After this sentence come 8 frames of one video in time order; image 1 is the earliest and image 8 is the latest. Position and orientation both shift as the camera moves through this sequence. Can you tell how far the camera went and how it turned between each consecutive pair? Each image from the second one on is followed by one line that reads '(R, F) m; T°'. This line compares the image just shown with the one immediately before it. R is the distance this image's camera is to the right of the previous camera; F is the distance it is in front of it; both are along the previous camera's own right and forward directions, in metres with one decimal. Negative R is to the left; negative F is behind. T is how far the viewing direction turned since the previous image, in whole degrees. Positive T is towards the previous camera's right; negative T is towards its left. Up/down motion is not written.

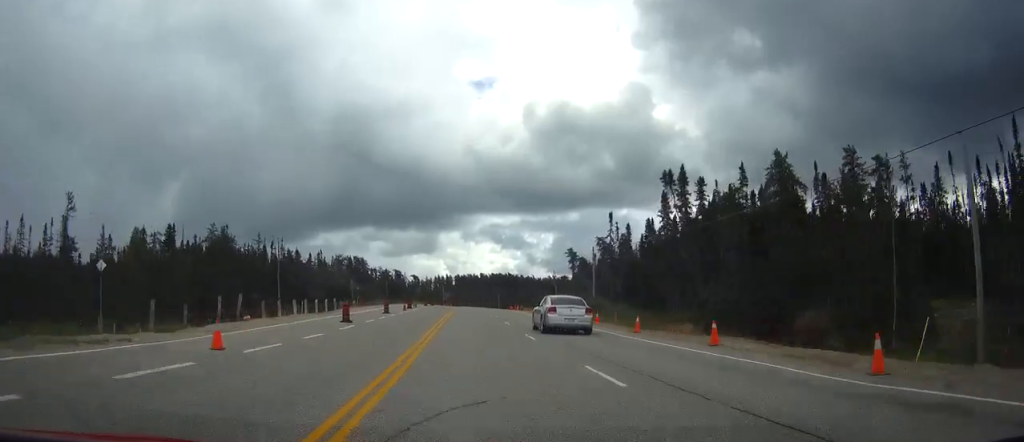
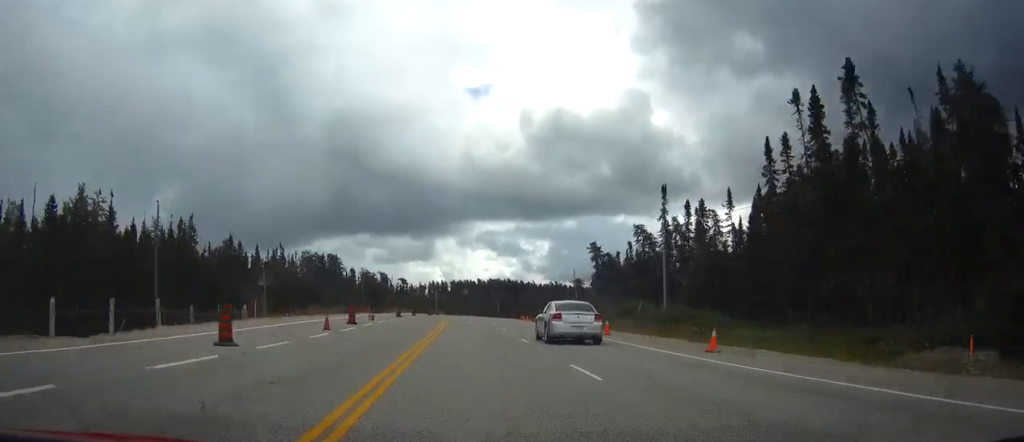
(0.0, +35.0) m; 0°
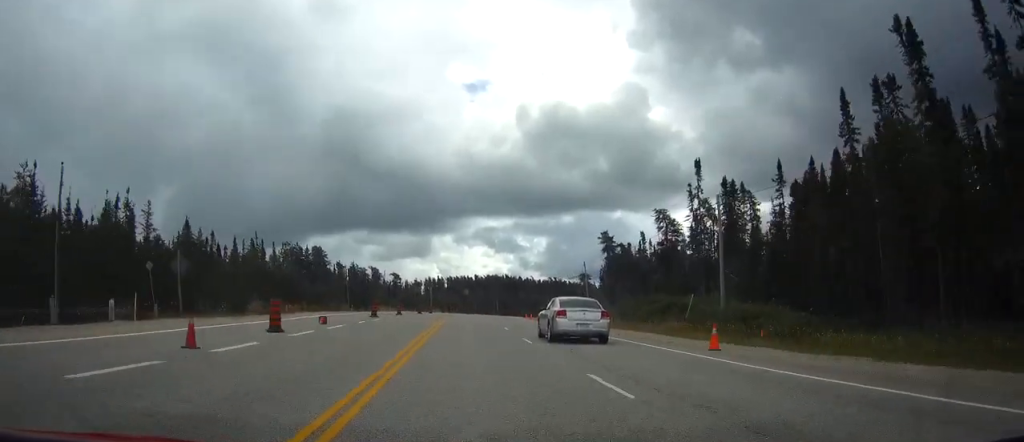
(-0.1, +14.3) m; 0°
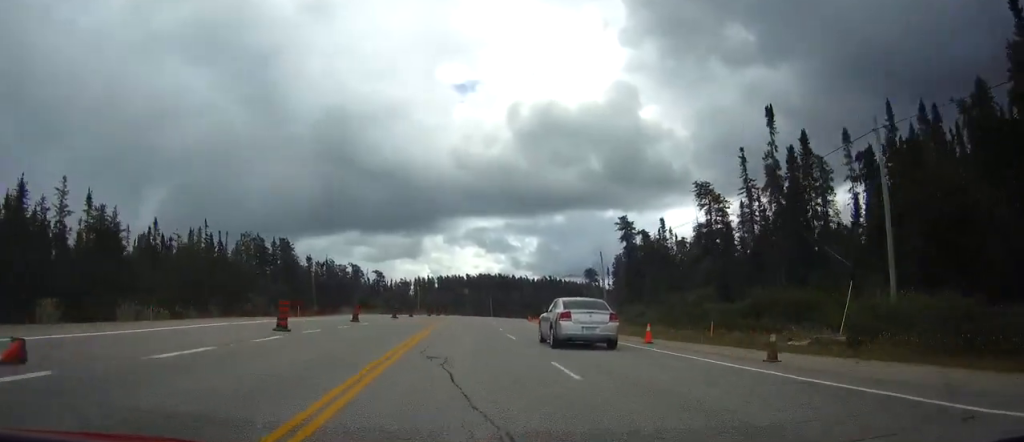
(+0.2, +21.0) m; +1°
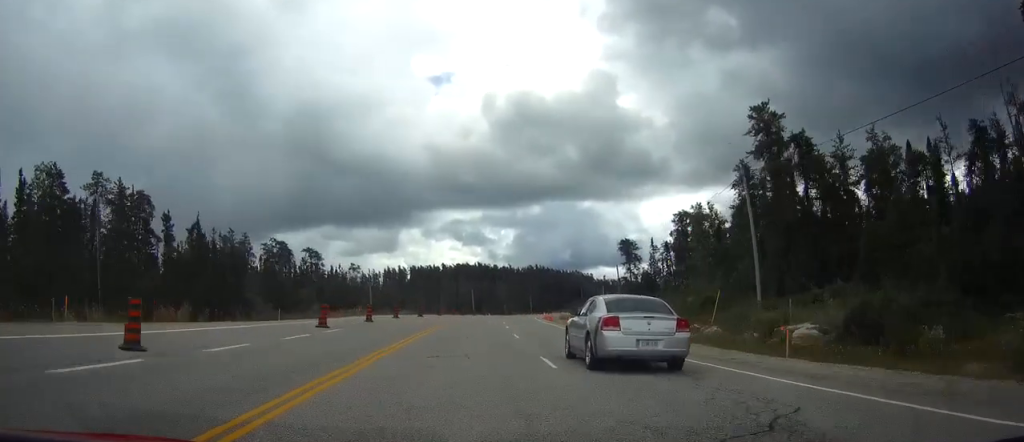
(+1.0, +56.9) m; +2°
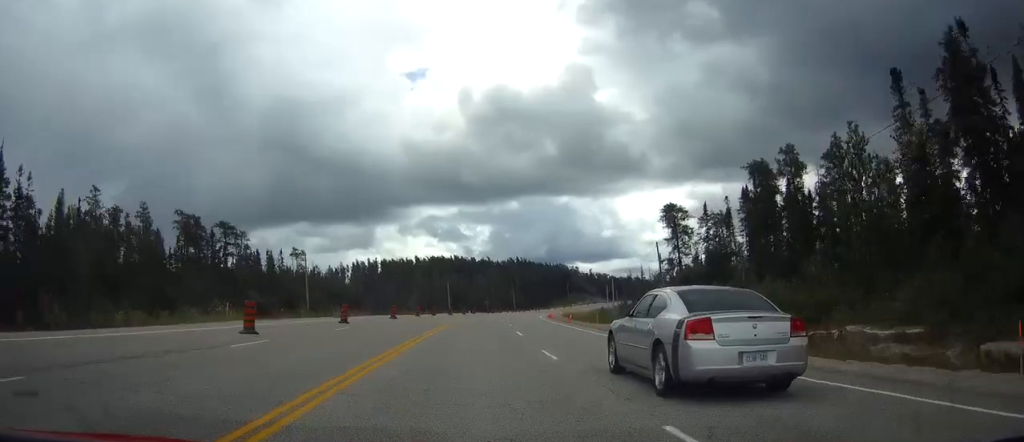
(+0.5, +34.9) m; +2°
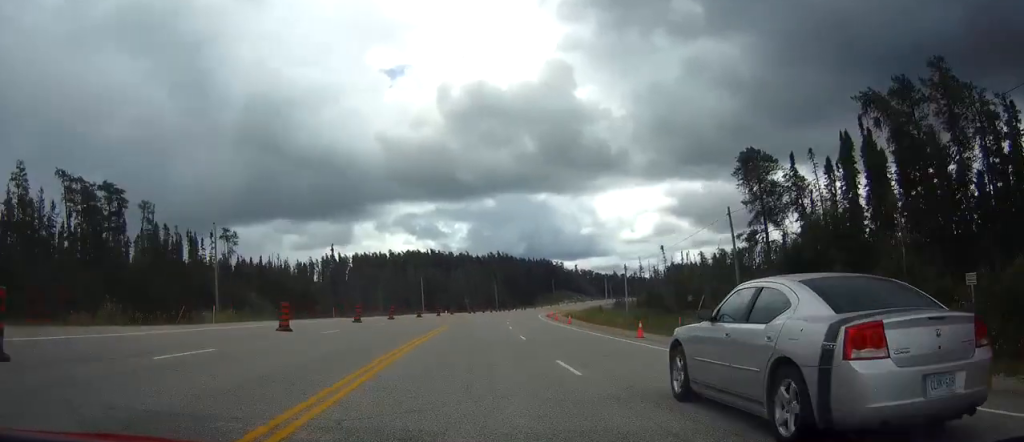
(+0.4, +27.2) m; +2°
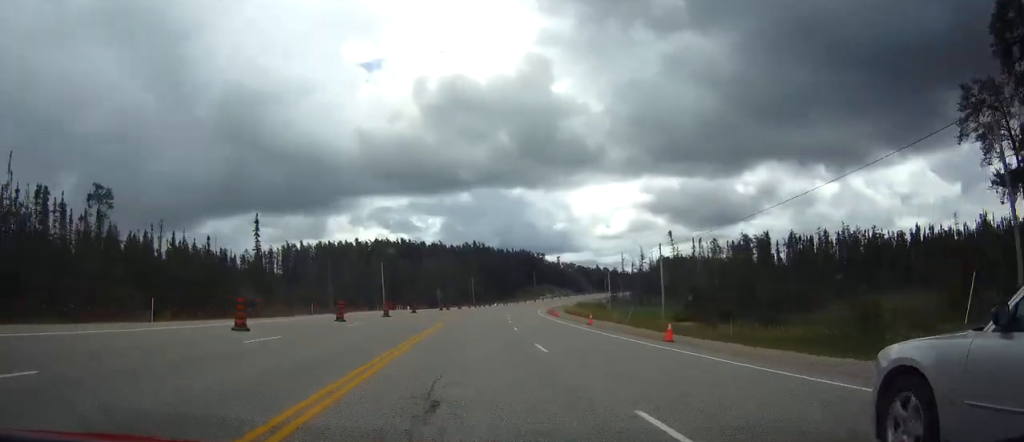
(+0.5, +31.9) m; +2°
